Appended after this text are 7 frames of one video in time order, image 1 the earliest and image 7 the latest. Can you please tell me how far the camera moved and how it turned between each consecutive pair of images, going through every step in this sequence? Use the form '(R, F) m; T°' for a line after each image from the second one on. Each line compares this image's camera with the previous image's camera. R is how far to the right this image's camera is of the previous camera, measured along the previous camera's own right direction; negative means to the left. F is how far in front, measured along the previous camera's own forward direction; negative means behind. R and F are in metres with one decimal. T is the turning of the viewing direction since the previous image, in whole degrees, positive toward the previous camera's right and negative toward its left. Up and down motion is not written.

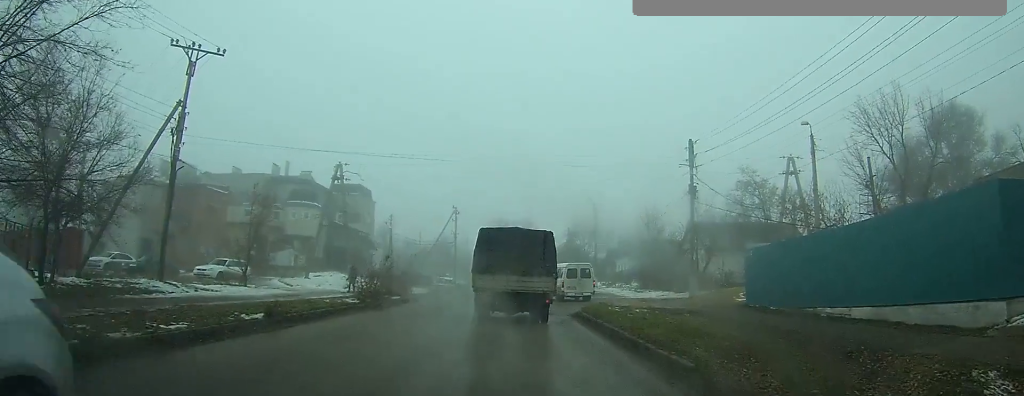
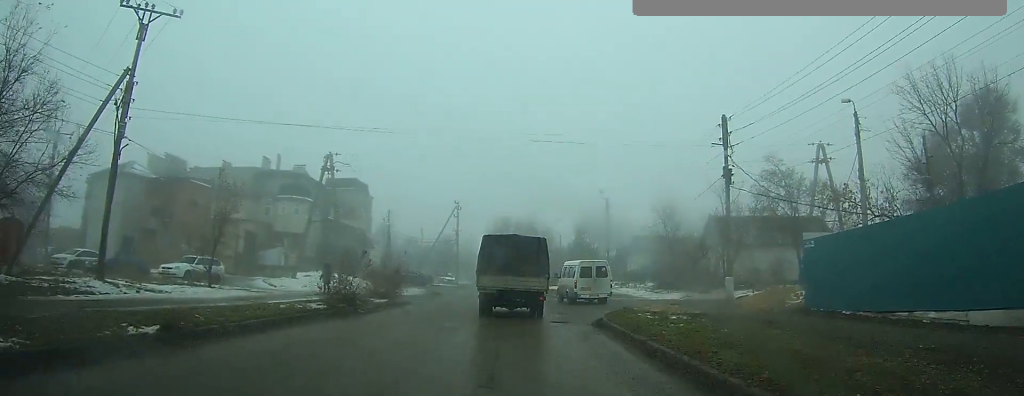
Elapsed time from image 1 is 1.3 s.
(-0.1, +4.1) m; 0°
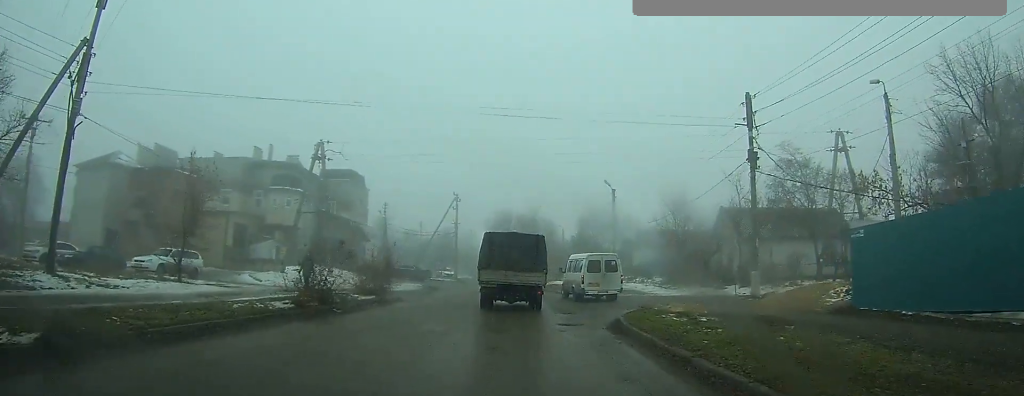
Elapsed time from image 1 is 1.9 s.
(0.0, +2.6) m; 0°
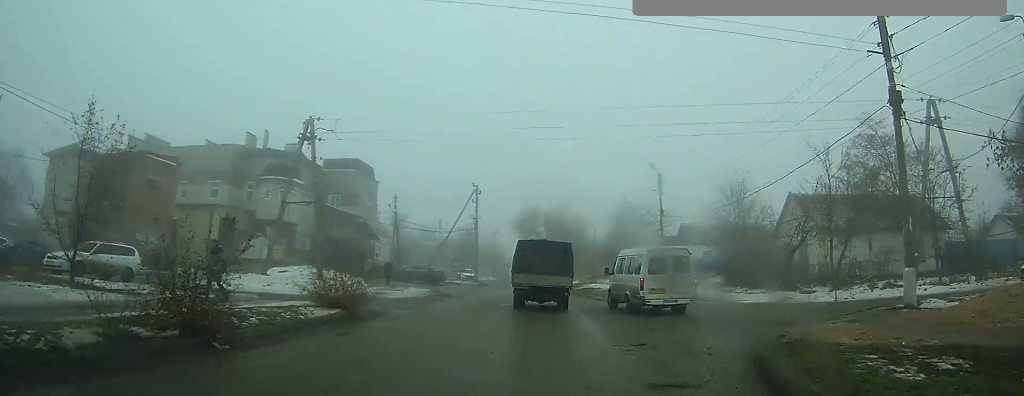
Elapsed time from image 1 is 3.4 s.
(0.0, +7.2) m; 0°
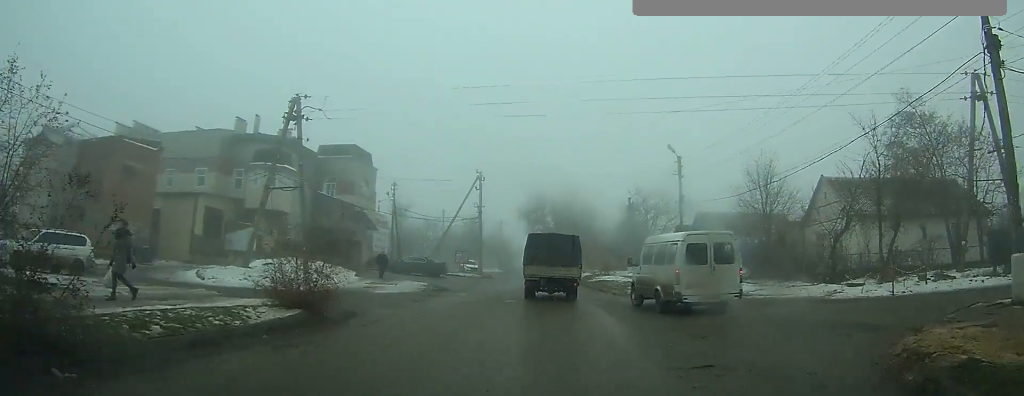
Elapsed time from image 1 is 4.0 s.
(0.0, +2.9) m; 0°
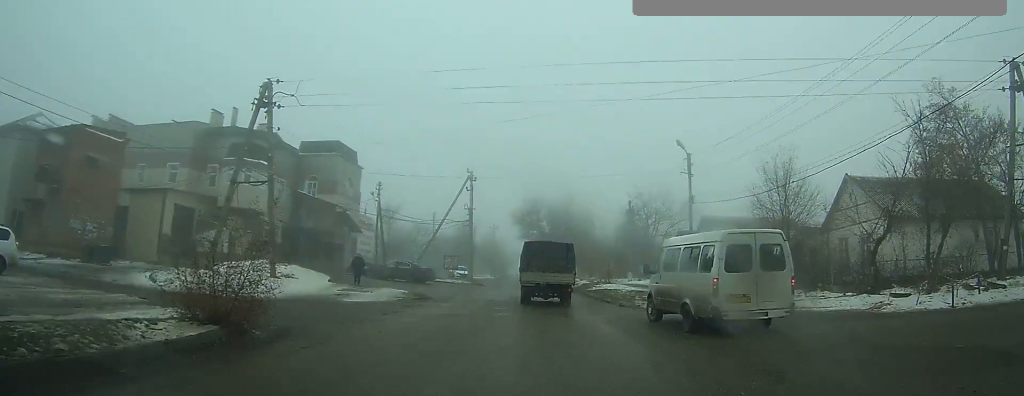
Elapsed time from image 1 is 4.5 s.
(0.0, +3.0) m; 0°
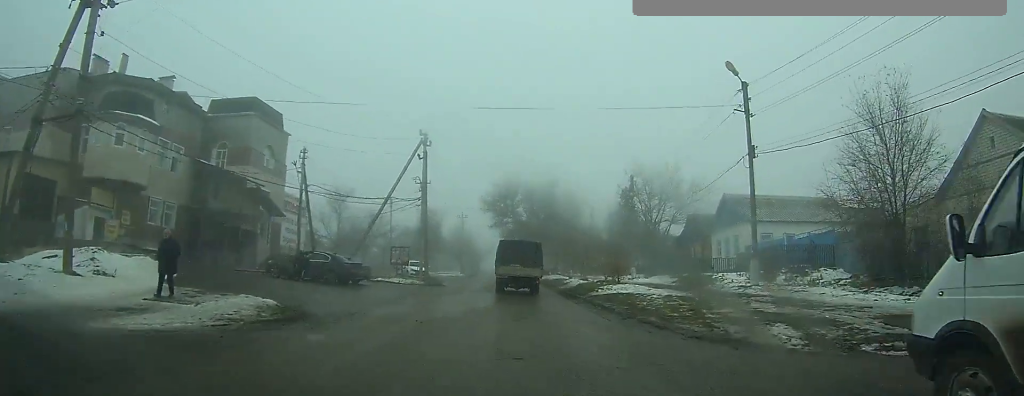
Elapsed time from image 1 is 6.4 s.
(-0.1, +12.6) m; -1°
